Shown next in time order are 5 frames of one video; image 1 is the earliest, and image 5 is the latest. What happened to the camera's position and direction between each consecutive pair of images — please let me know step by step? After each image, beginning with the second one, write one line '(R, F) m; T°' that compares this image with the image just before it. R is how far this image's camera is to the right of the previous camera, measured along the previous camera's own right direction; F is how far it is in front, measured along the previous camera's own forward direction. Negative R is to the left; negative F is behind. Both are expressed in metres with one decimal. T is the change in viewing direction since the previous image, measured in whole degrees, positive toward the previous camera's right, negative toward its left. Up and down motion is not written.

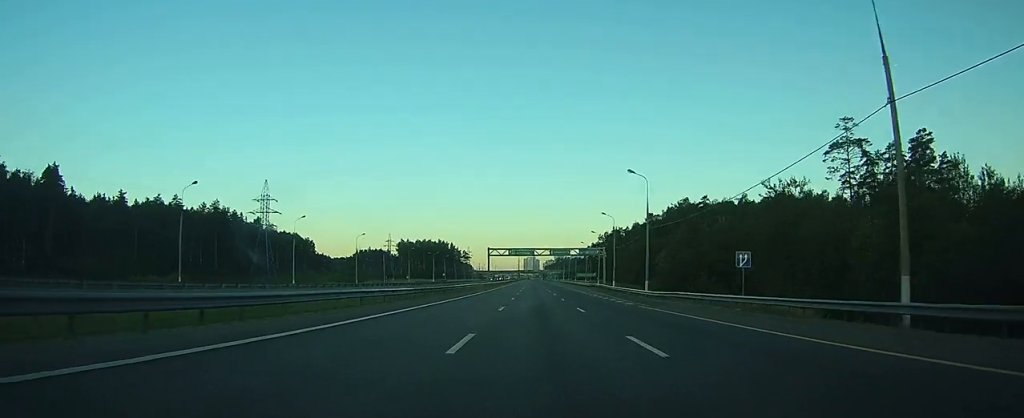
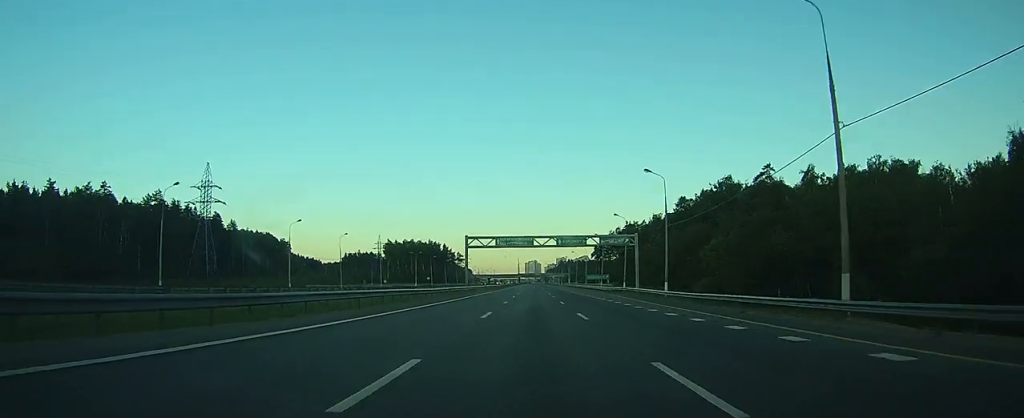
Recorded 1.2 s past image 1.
(+0.1, +36.6) m; 0°
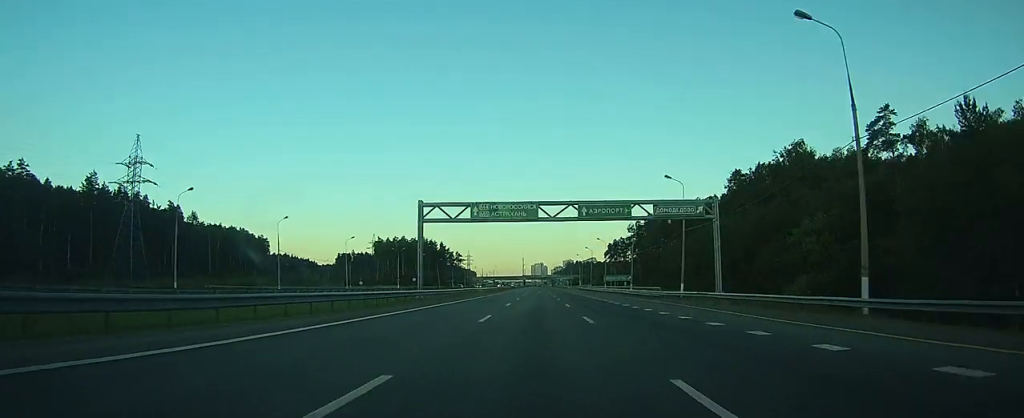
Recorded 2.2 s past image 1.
(-0.2, +33.5) m; 0°
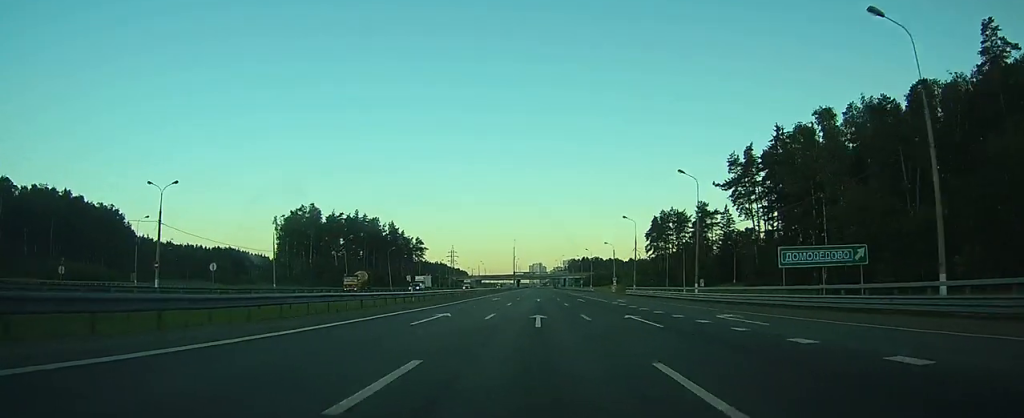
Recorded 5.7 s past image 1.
(+0.1, +109.3) m; 0°
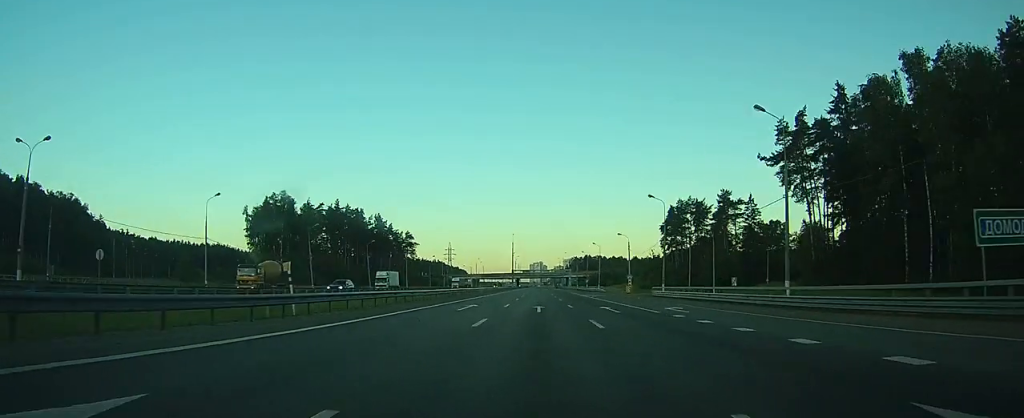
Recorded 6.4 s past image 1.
(-0.1, +19.7) m; 0°
